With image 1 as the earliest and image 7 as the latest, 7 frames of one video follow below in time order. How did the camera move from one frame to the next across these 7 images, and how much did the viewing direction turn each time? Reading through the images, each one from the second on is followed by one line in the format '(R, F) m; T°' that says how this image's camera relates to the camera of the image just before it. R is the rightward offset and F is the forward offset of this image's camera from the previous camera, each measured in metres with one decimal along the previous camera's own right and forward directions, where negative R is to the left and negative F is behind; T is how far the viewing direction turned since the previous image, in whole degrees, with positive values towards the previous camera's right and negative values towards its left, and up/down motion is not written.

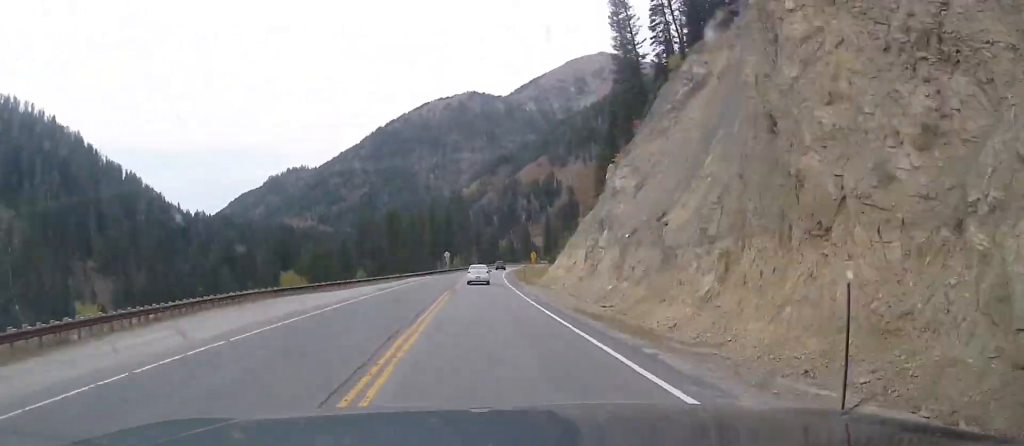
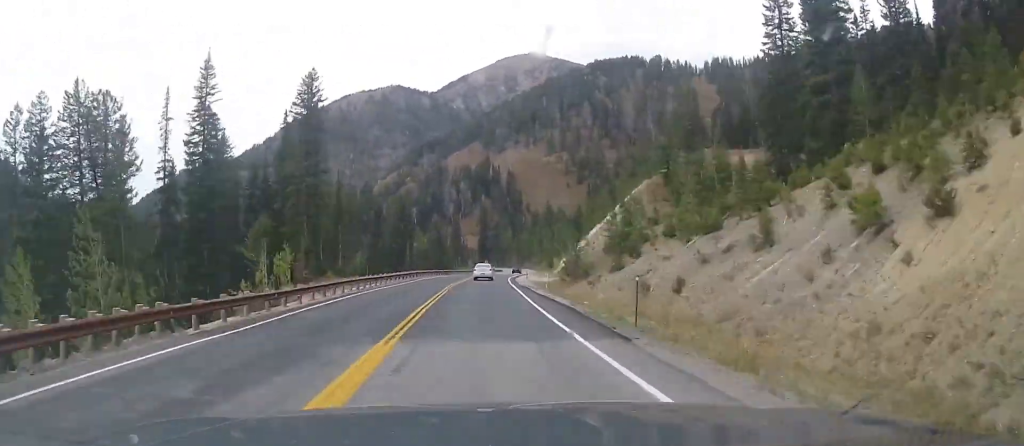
(+11.9, +144.9) m; +3°
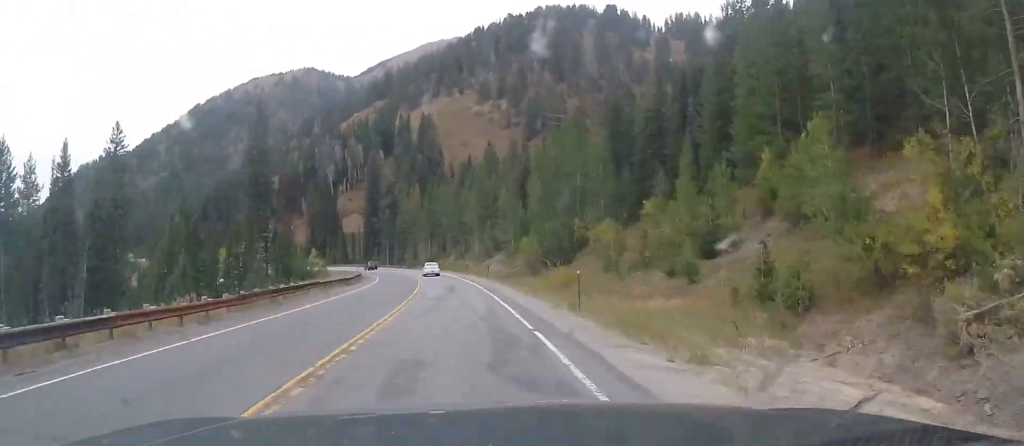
(+0.7, +170.3) m; -11°
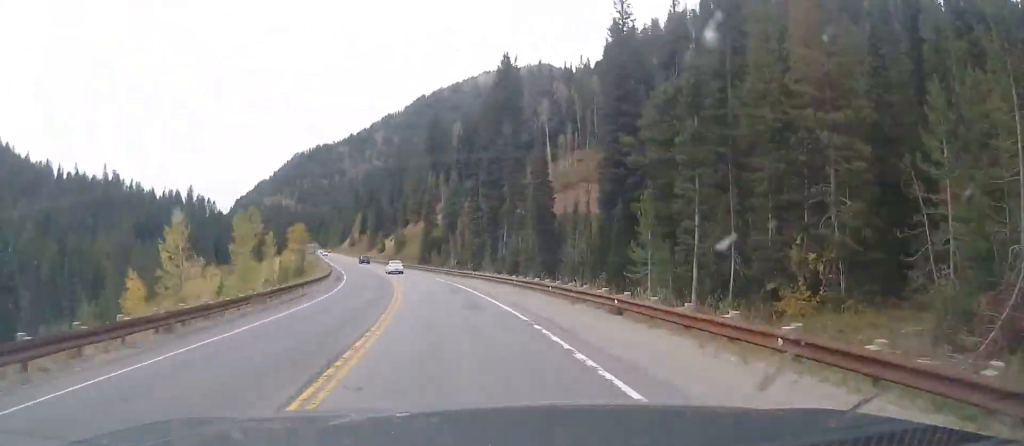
(-11.2, +114.6) m; -10°
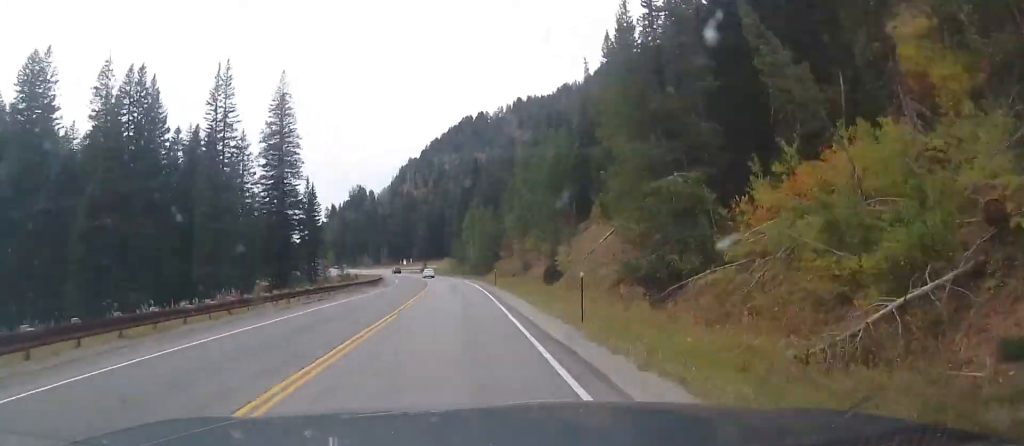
(-89.4, +373.0) m; -21°
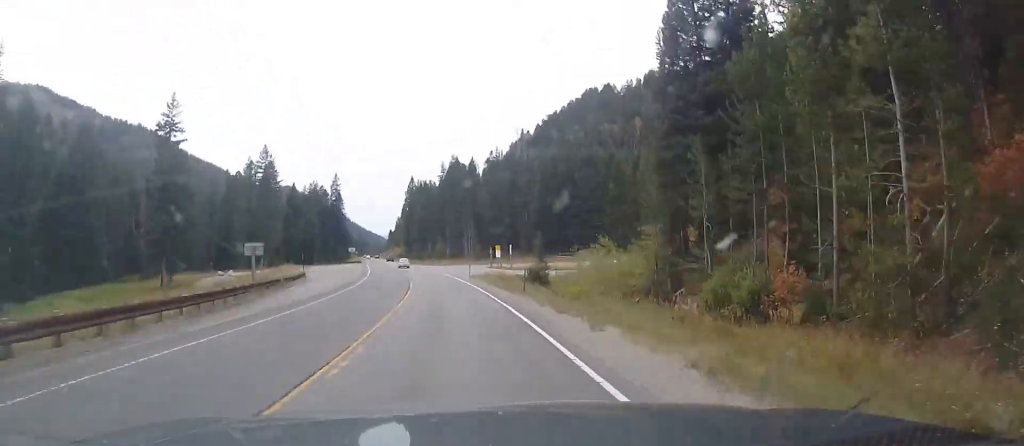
(+0.3, +113.3) m; -6°
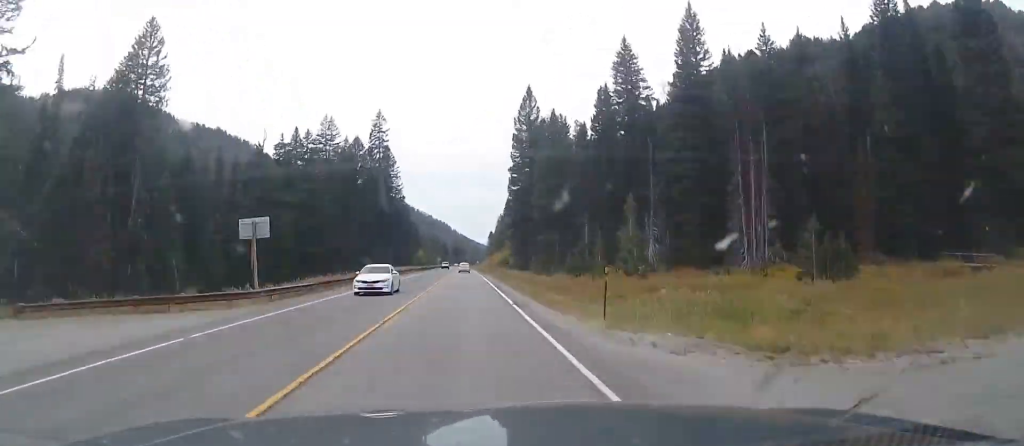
(-10.7, +103.2) m; -3°
